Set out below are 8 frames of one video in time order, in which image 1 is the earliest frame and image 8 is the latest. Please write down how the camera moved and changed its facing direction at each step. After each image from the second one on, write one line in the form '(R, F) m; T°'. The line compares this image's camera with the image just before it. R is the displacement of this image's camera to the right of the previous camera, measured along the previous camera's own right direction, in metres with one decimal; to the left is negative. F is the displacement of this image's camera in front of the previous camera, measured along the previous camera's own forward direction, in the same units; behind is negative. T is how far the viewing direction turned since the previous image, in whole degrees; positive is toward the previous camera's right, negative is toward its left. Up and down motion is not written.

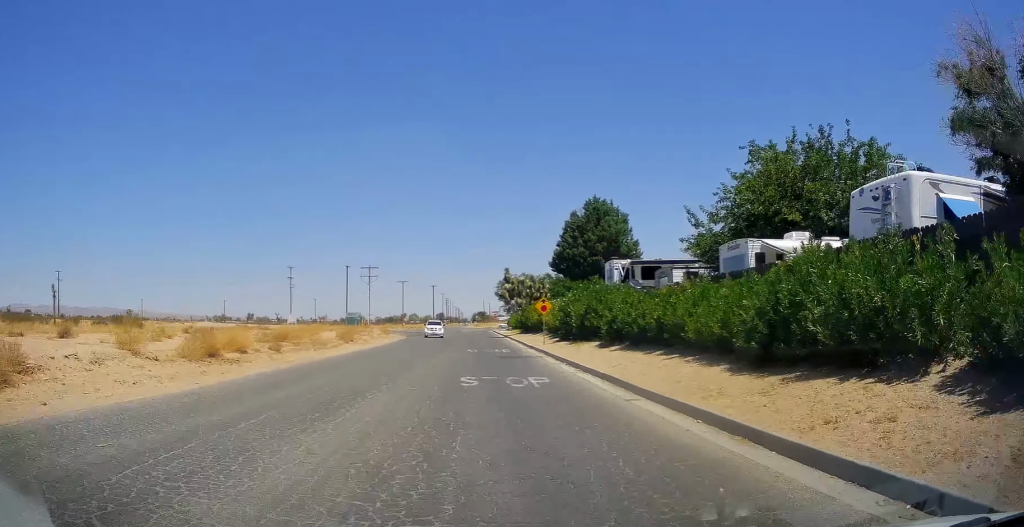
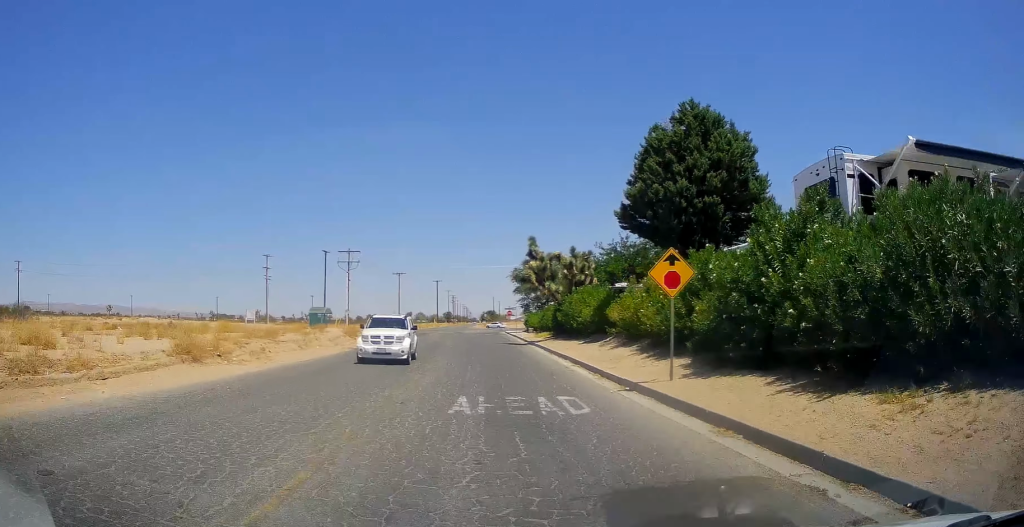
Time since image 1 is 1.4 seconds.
(+0.2, +23.9) m; 0°
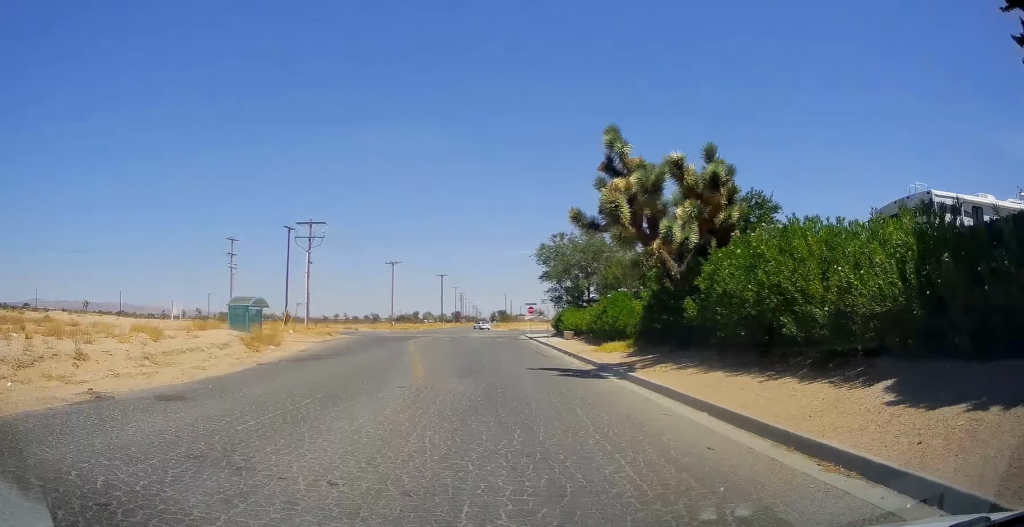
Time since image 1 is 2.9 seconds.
(+0.3, +23.9) m; -2°
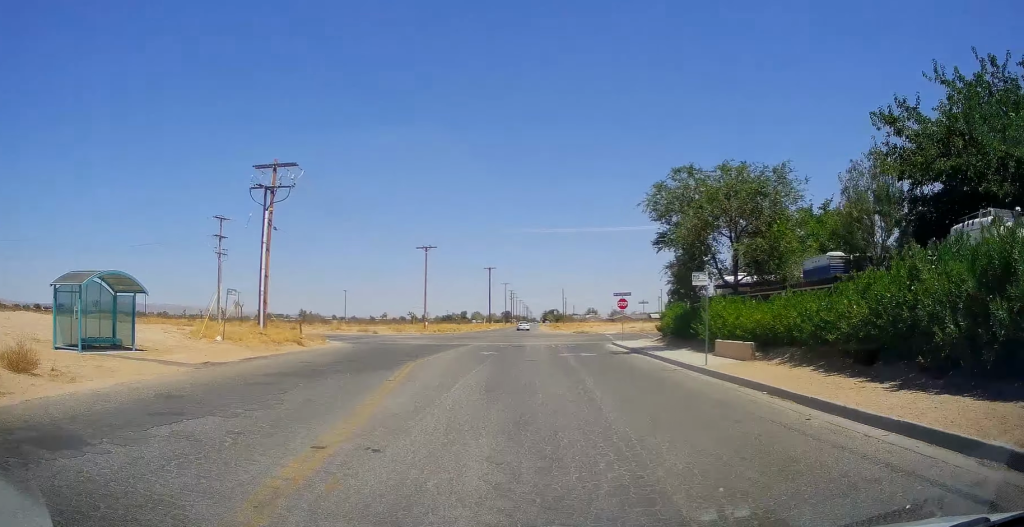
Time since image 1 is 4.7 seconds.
(-1.3, +24.9) m; -4°
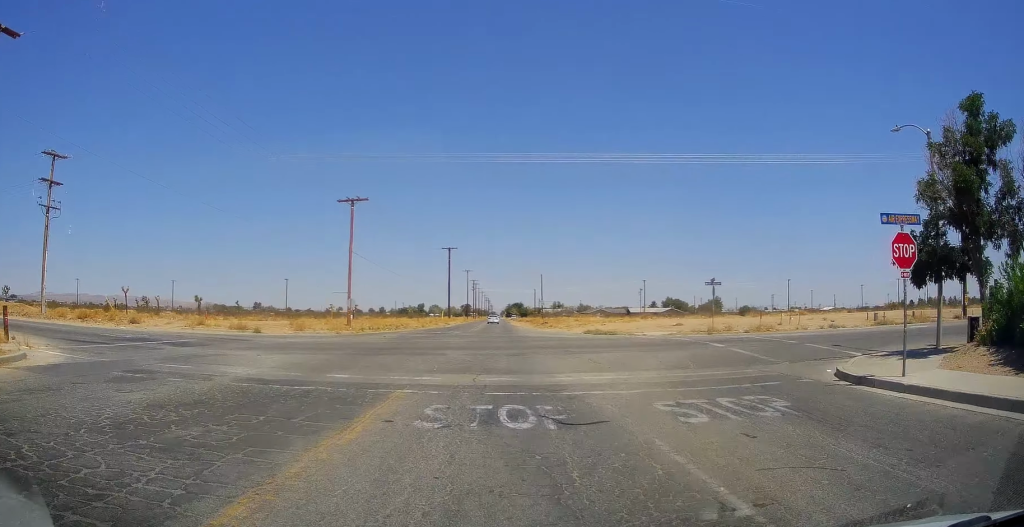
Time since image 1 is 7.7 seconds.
(0.0, +29.9) m; +3°
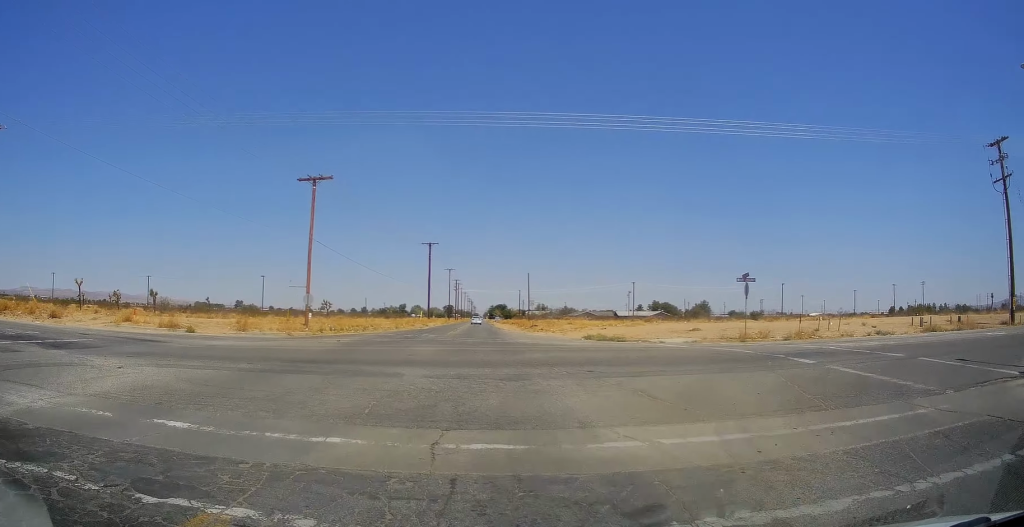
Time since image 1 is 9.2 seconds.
(+0.3, +10.7) m; +2°
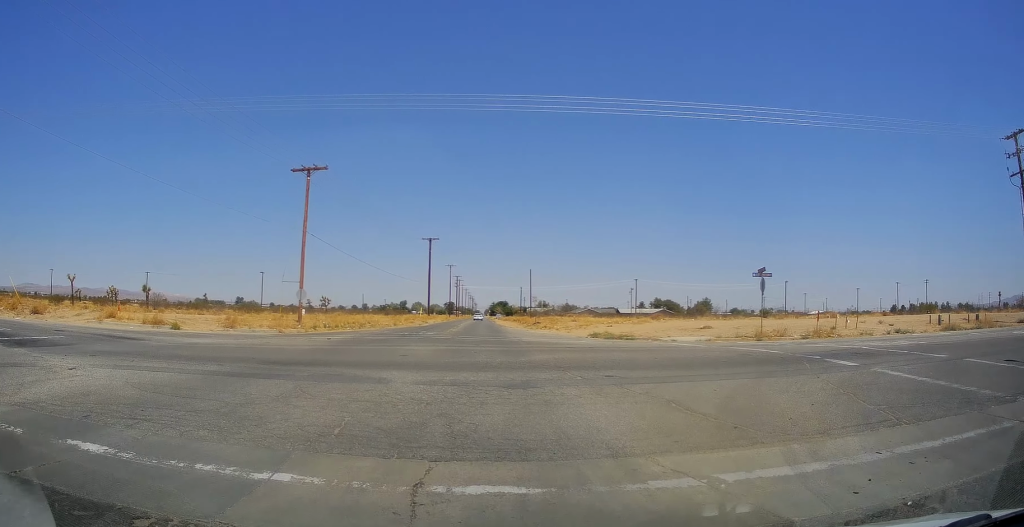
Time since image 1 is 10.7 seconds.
(+0.1, +7.6) m; 0°
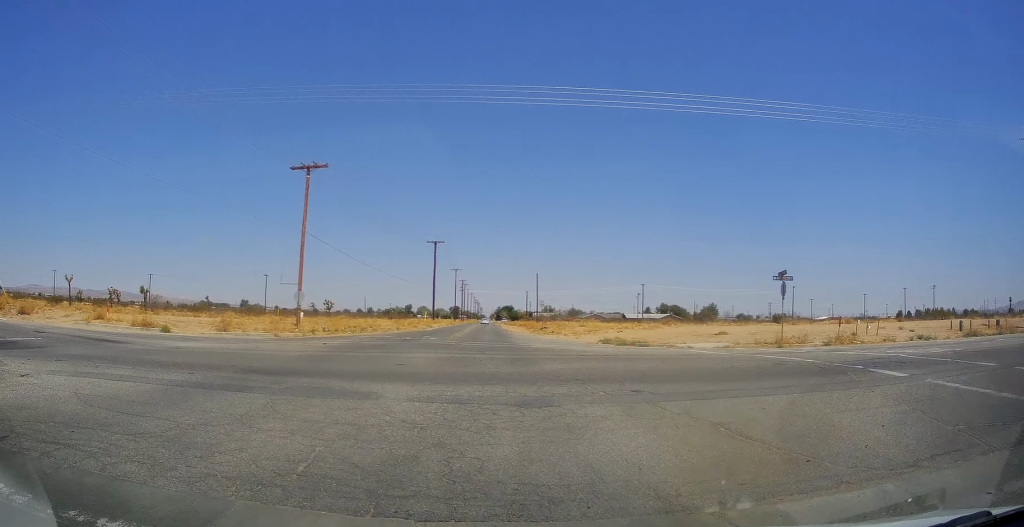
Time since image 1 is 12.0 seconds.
(0.0, +5.0) m; 0°
